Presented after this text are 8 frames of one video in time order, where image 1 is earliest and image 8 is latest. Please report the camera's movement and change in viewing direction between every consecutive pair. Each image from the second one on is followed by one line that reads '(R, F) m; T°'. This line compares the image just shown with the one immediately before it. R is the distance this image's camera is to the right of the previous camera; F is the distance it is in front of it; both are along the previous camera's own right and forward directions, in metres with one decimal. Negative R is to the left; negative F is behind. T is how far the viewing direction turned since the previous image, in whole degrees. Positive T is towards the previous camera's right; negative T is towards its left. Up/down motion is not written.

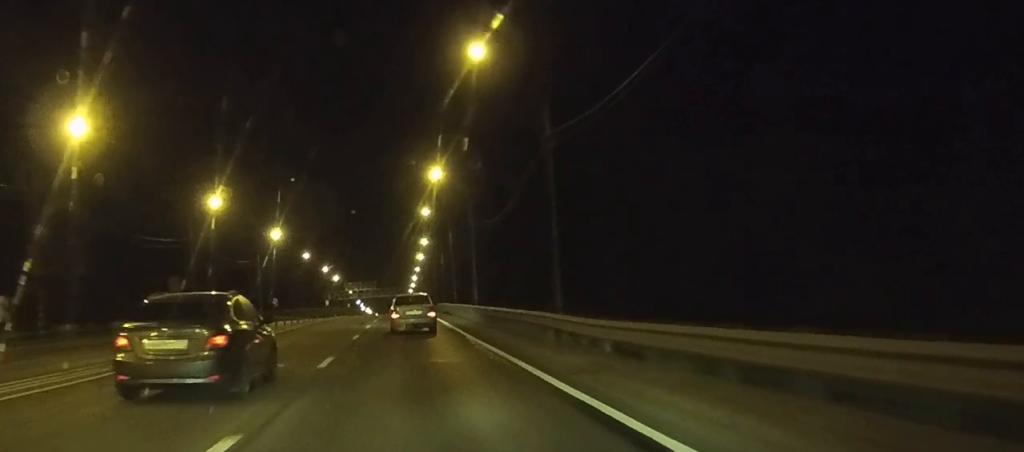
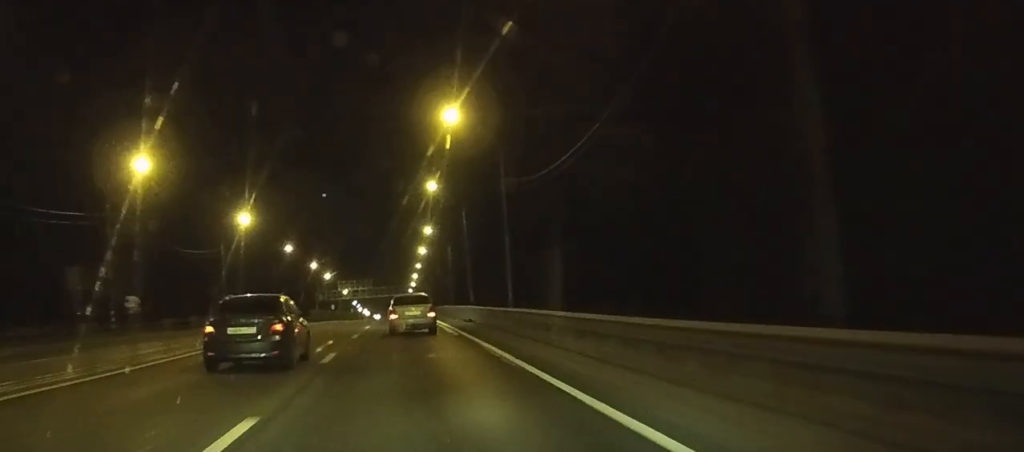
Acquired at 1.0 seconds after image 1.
(0.0, +22.4) m; 0°
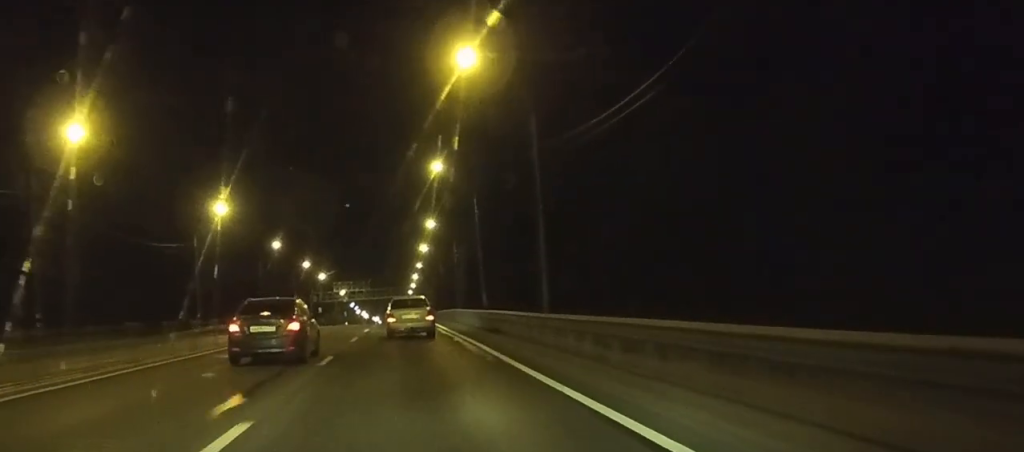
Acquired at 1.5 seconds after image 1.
(0.0, +11.9) m; 0°
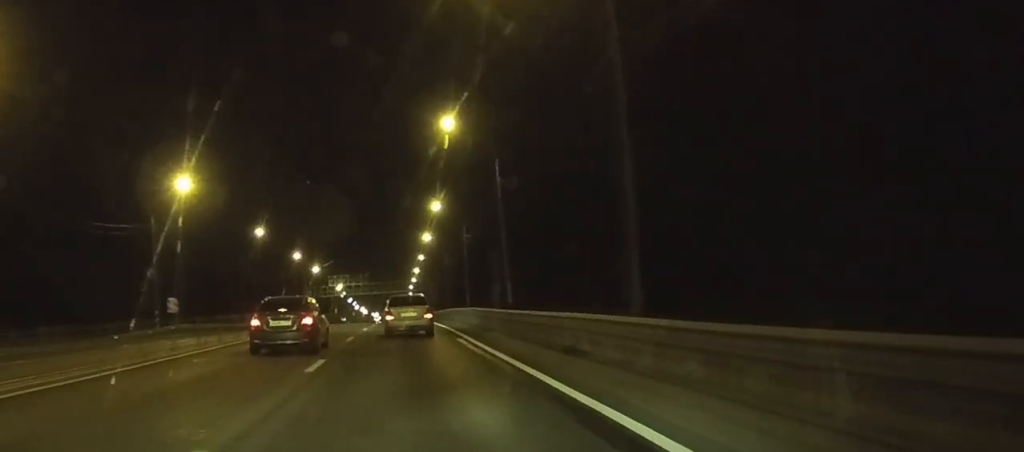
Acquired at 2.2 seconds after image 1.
(0.0, +14.1) m; 0°
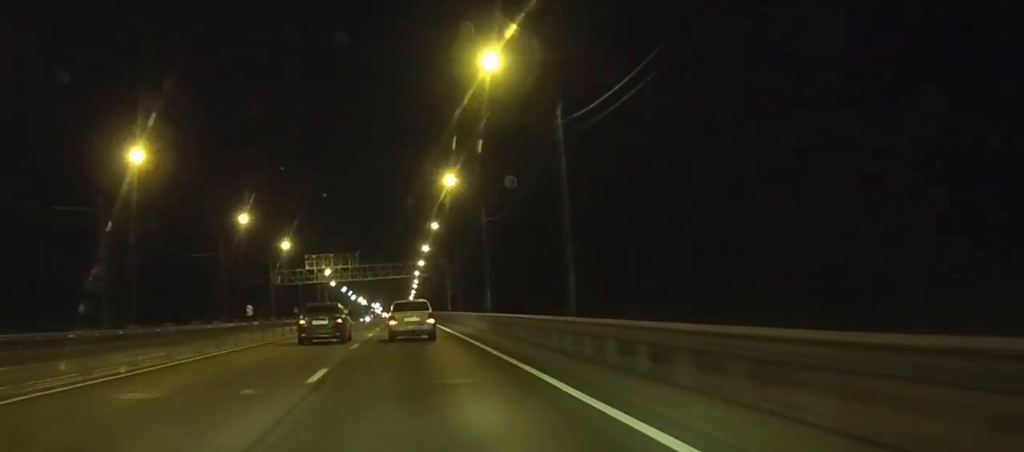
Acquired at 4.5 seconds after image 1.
(-0.1, +49.9) m; 0°
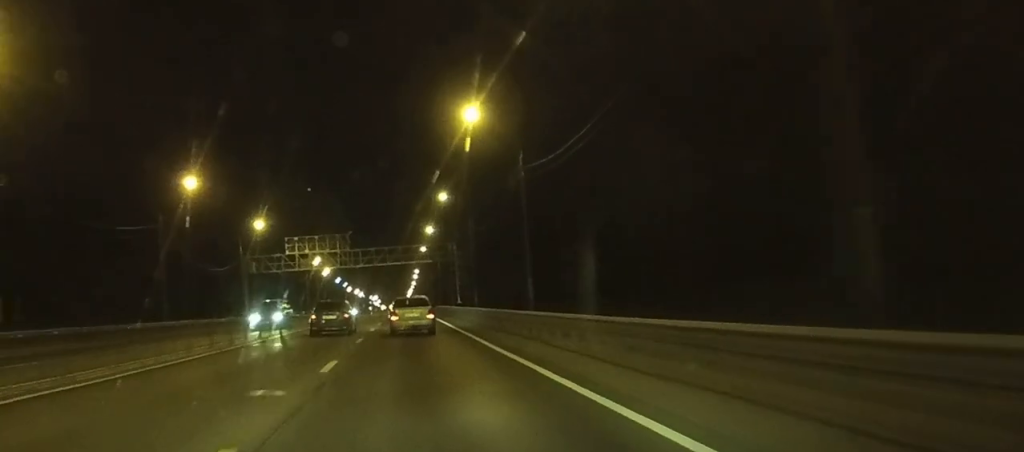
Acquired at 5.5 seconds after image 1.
(0.0, +22.4) m; 0°
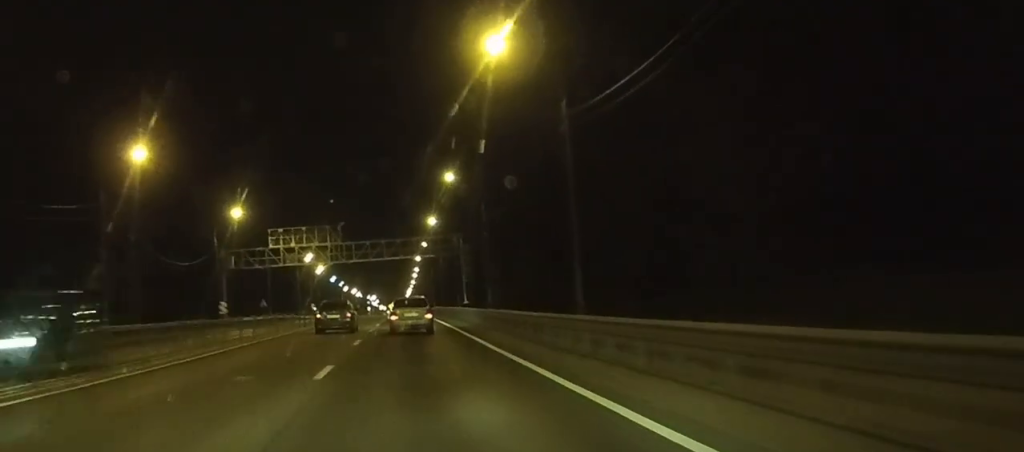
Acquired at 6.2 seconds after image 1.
(0.0, +13.2) m; 0°
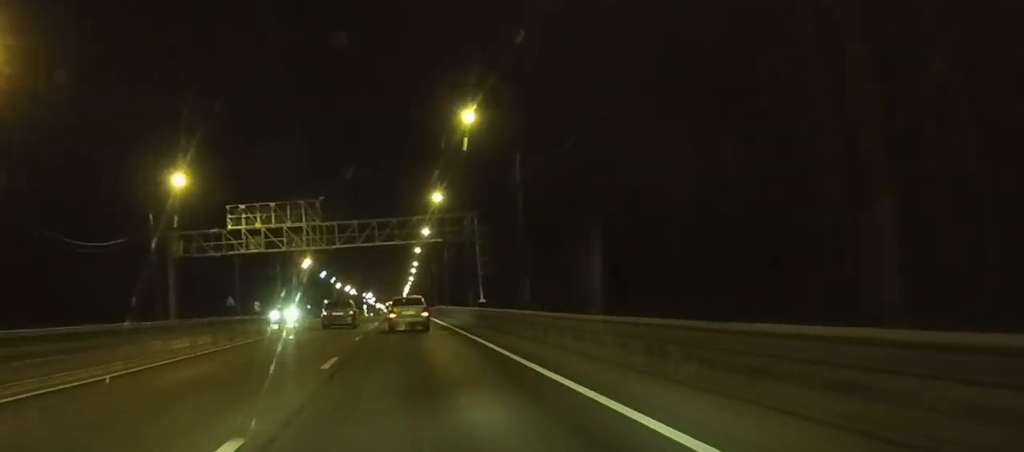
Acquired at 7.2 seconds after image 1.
(0.0, +21.9) m; 0°
